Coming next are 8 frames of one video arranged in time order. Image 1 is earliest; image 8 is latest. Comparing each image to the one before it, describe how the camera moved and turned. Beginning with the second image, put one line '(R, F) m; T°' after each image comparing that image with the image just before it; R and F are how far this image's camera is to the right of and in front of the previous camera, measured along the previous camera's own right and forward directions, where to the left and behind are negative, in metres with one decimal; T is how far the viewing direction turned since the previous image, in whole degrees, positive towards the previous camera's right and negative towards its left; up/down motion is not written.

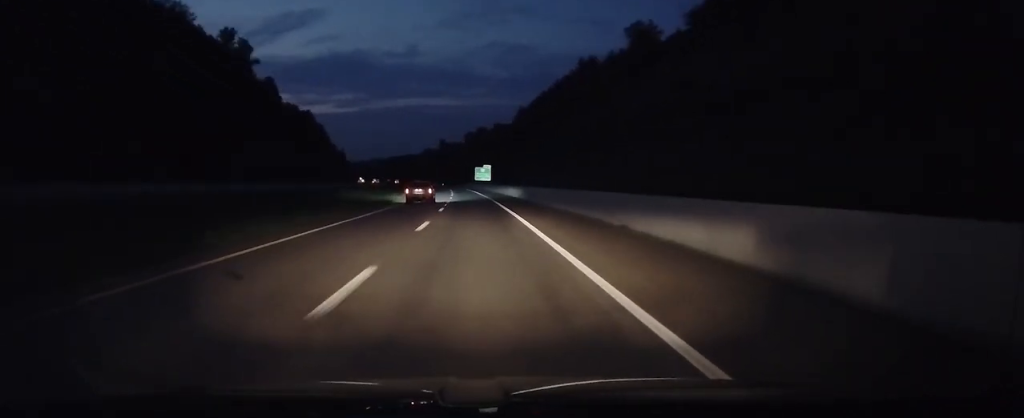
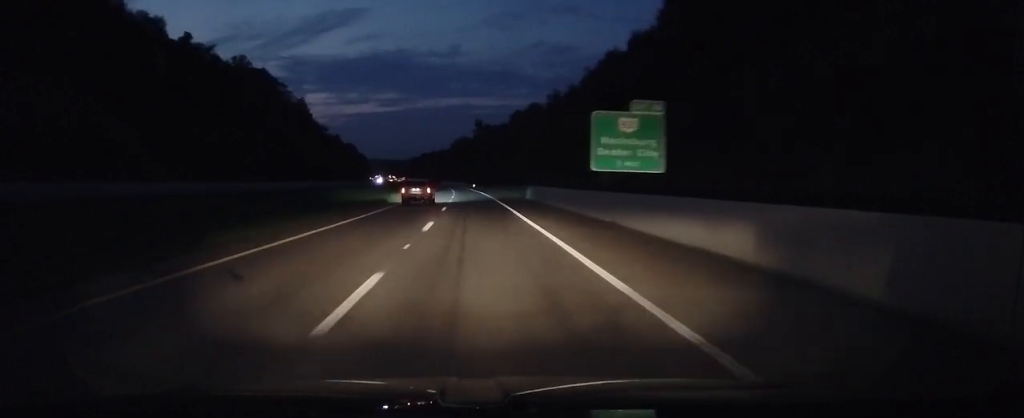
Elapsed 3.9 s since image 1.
(-5.3, +132.5) m; -4°
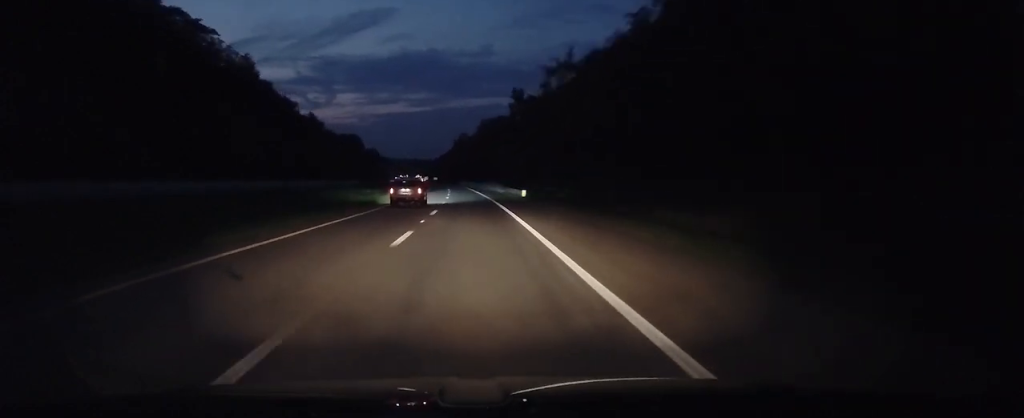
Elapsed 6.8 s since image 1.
(-1.9, +100.6) m; -3°
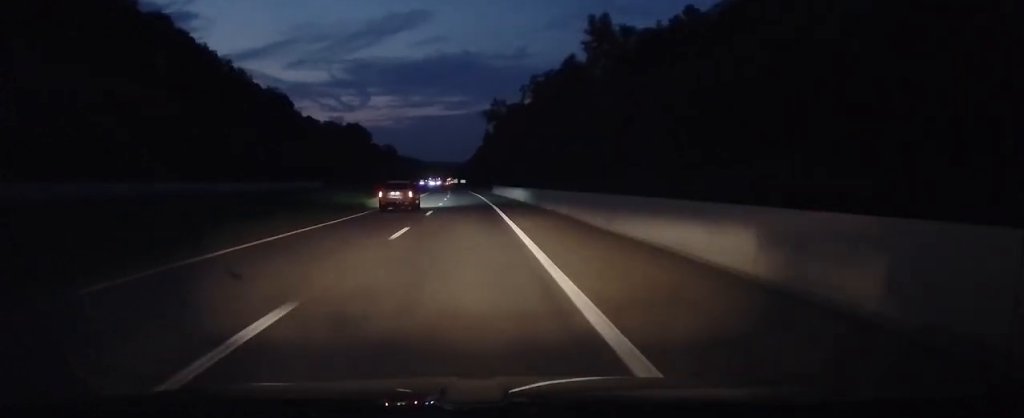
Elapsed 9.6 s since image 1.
(-3.1, +95.4) m; -3°
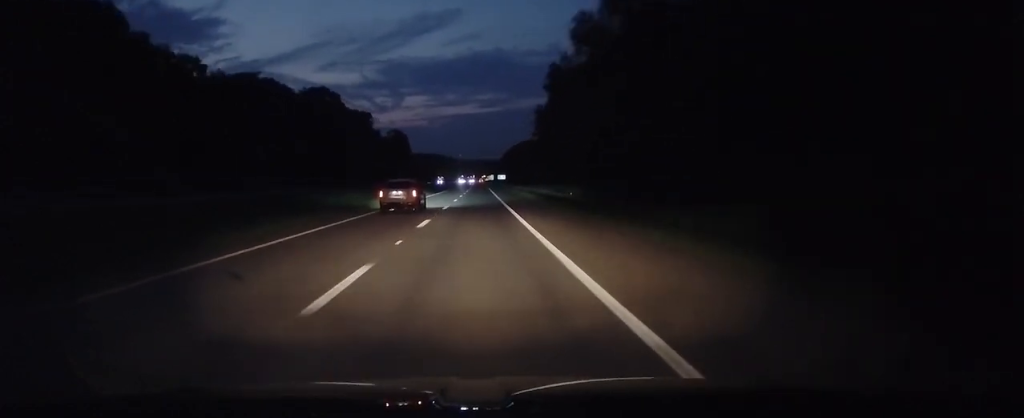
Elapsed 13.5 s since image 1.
(-3.7, +131.0) m; -2°
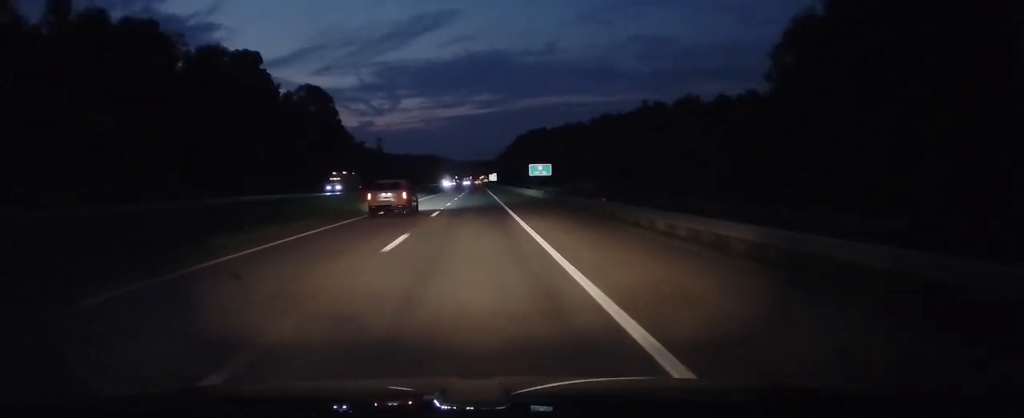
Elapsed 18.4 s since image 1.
(0.0, +166.2) m; 0°
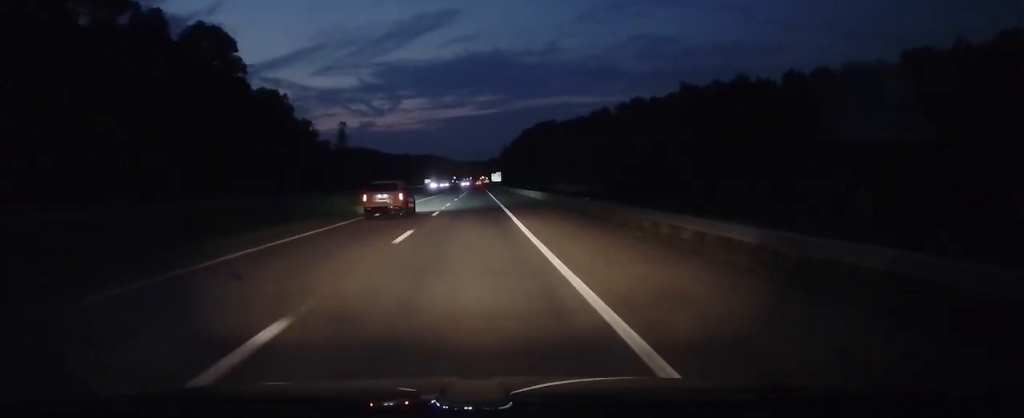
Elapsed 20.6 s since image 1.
(-0.6, +71.7) m; 0°
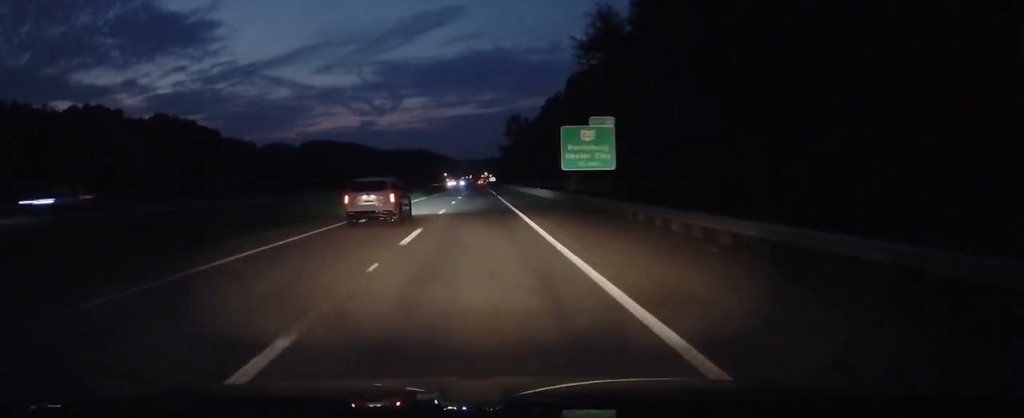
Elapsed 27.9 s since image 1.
(-0.7, +246.9) m; 0°
